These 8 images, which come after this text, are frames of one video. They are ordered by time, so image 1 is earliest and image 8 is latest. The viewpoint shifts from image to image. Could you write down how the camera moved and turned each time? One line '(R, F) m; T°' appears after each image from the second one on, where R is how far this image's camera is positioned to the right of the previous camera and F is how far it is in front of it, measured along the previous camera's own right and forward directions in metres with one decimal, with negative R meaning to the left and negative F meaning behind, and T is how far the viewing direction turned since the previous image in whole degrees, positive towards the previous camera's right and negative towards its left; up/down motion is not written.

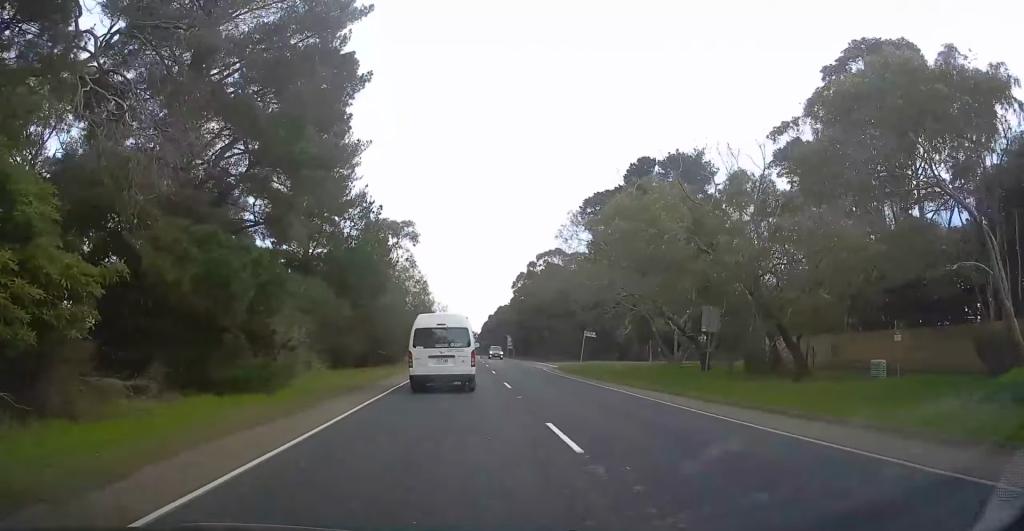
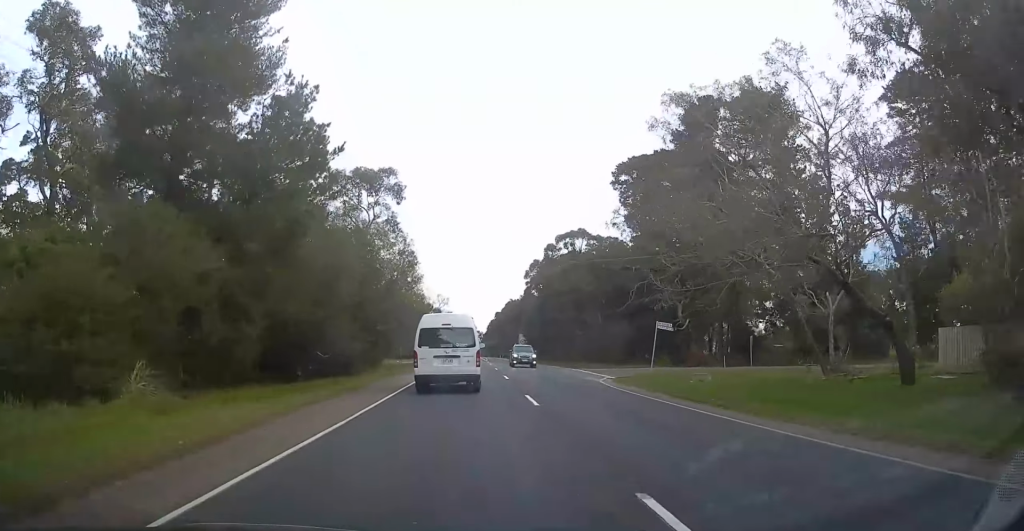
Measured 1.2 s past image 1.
(-0.1, +18.7) m; 0°
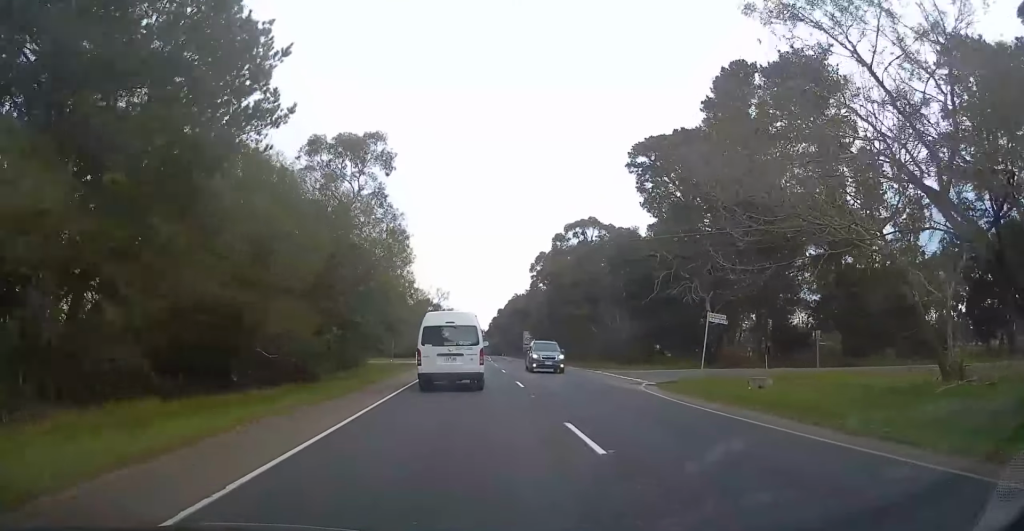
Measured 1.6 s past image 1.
(0.0, +6.7) m; 0°
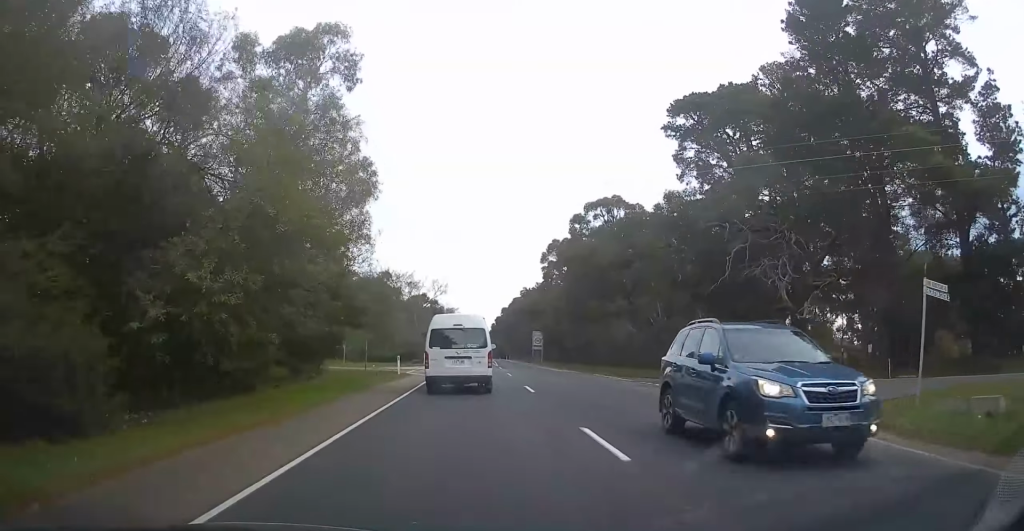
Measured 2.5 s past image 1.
(+0.2, +13.8) m; 0°
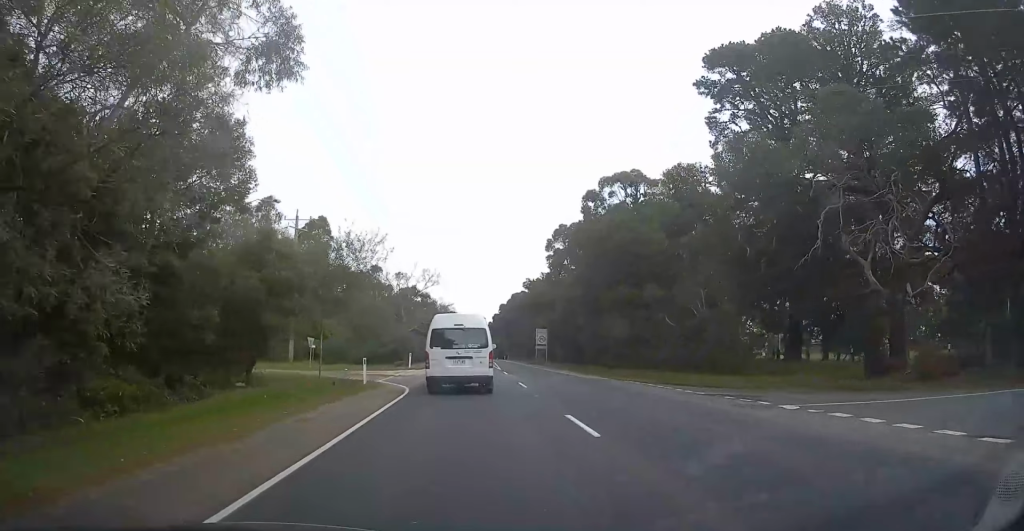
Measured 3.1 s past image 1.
(-0.2, +10.1) m; -1°
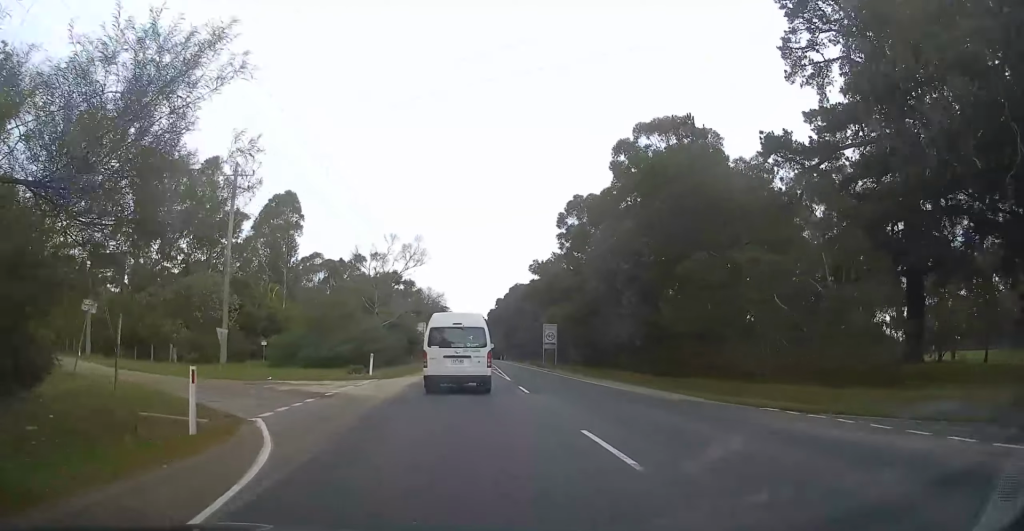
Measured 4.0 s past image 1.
(-0.1, +15.3) m; +1°
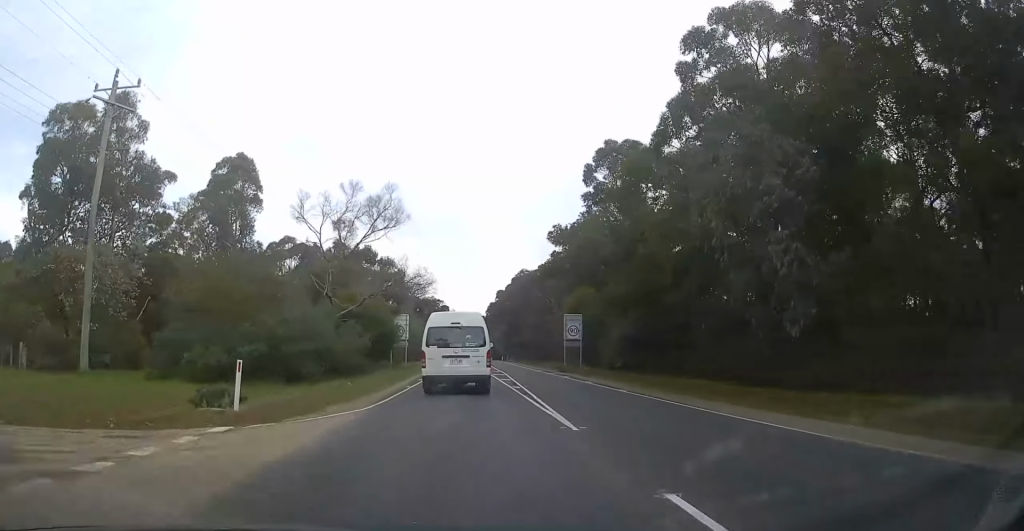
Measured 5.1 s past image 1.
(+0.3, +16.7) m; +1°
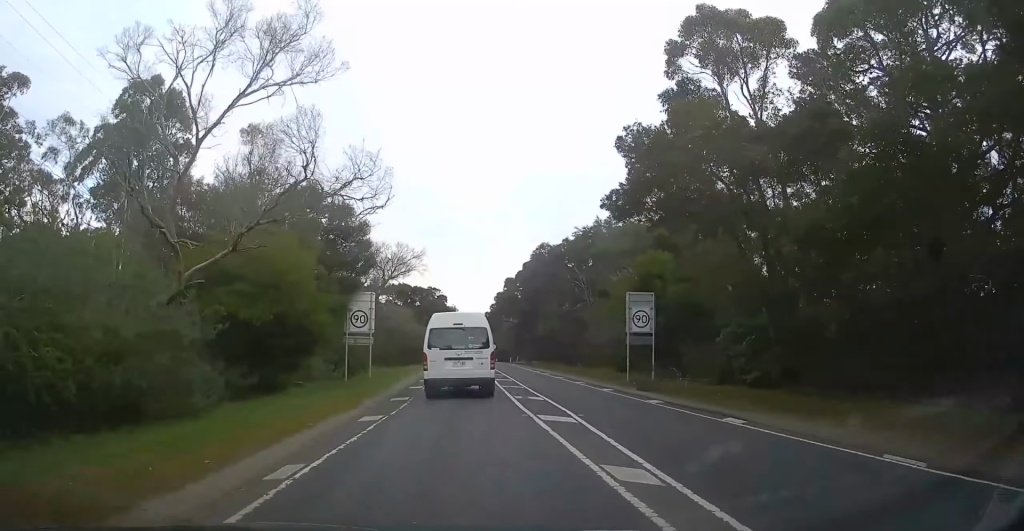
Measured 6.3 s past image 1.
(-0.2, +19.8) m; 0°
